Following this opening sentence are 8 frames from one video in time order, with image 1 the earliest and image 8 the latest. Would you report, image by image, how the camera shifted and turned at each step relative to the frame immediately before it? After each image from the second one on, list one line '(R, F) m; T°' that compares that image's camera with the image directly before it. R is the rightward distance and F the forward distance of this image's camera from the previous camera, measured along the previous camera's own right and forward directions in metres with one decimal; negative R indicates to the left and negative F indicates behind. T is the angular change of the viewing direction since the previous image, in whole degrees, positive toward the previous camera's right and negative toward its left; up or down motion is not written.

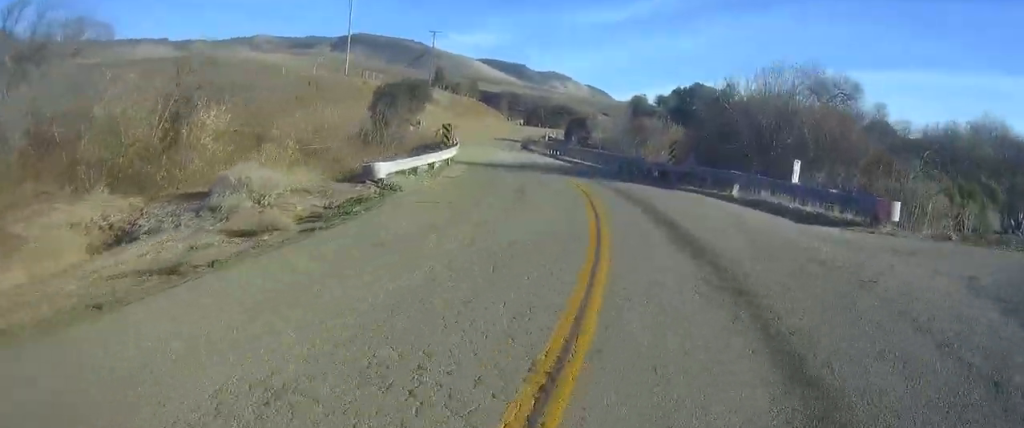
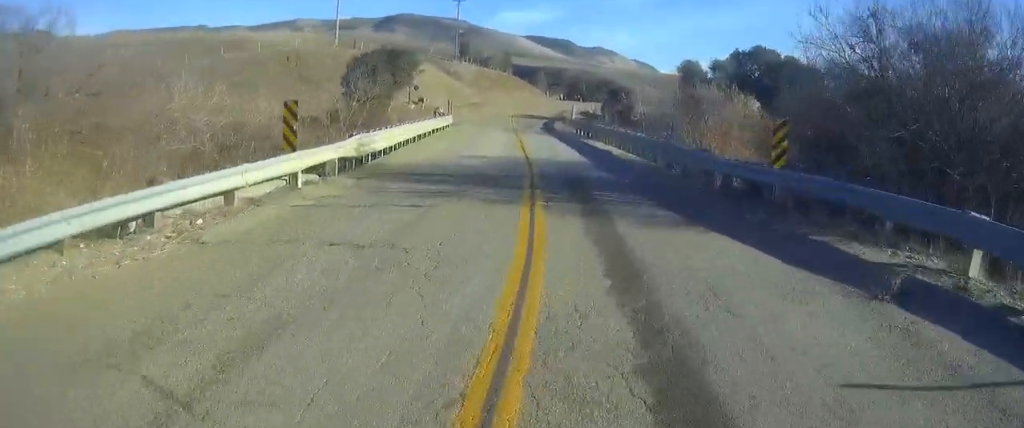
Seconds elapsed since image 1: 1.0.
(-1.7, +14.5) m; -11°
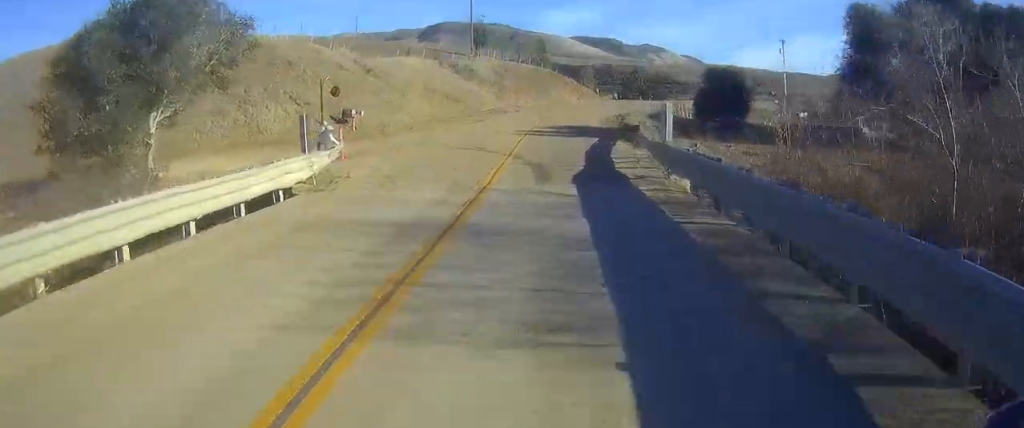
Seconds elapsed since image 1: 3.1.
(-2.6, +32.2) m; -5°
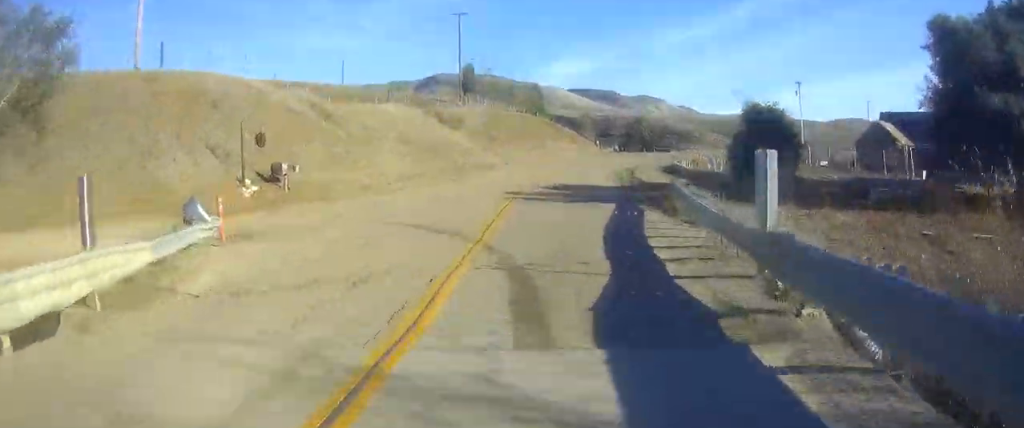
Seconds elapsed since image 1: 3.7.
(0.0, +8.5) m; -1°
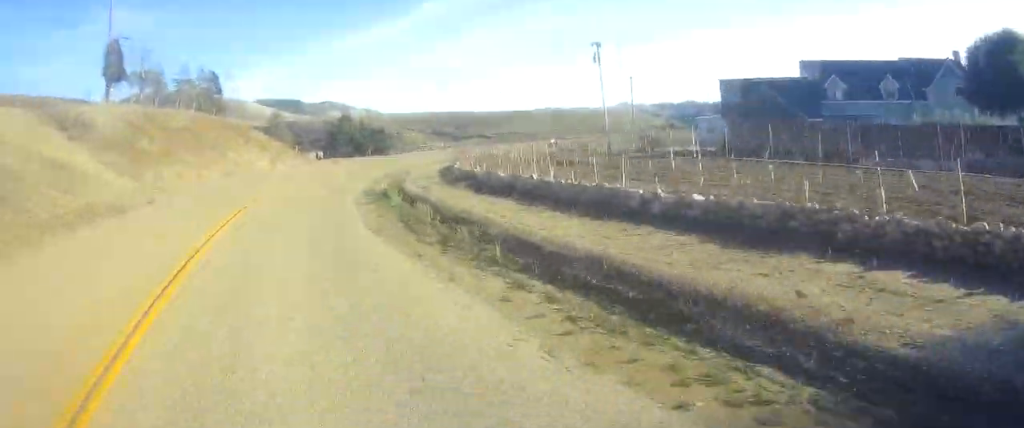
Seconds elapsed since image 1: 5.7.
(-0.4, +30.4) m; +2°
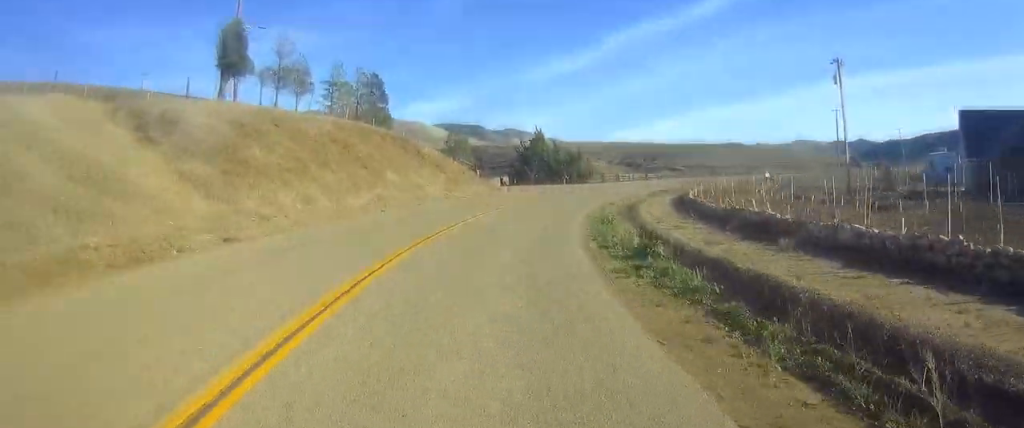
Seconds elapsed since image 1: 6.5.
(+0.4, +11.8) m; +4°
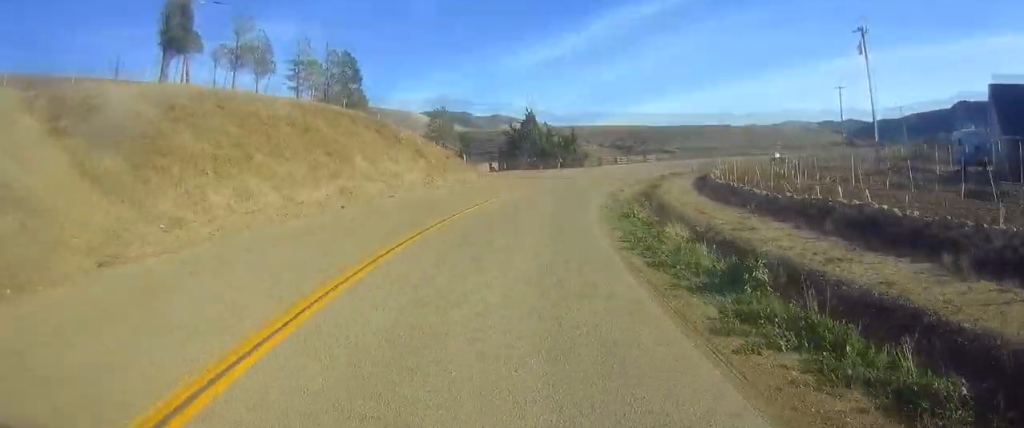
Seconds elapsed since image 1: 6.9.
(+0.2, +6.2) m; +1°
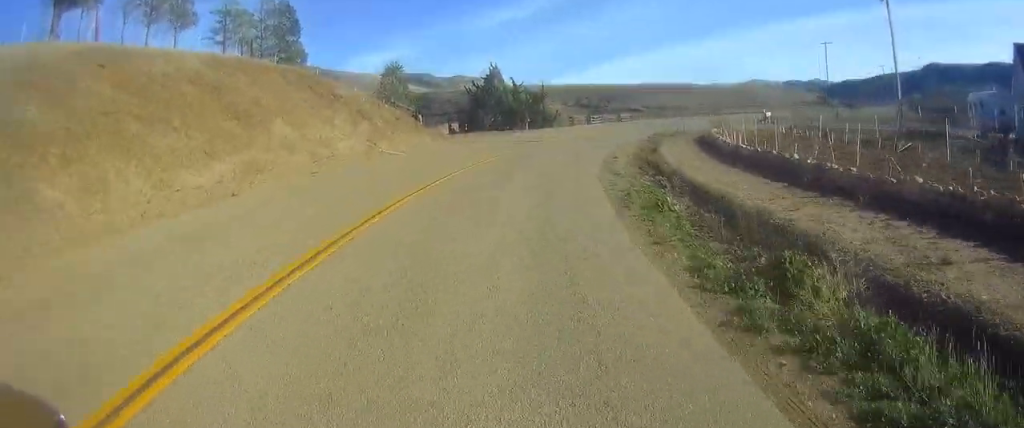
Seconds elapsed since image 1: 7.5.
(+0.2, +7.6) m; +1°
